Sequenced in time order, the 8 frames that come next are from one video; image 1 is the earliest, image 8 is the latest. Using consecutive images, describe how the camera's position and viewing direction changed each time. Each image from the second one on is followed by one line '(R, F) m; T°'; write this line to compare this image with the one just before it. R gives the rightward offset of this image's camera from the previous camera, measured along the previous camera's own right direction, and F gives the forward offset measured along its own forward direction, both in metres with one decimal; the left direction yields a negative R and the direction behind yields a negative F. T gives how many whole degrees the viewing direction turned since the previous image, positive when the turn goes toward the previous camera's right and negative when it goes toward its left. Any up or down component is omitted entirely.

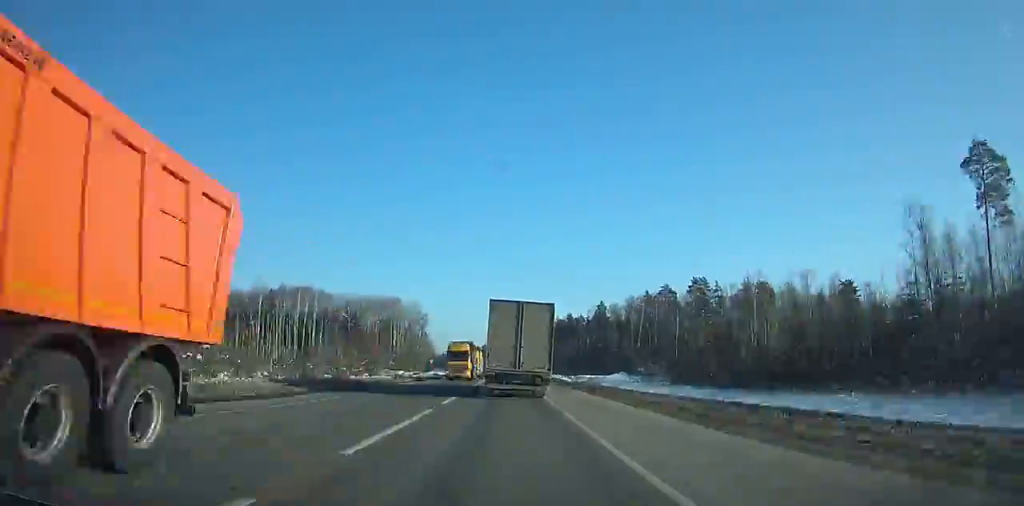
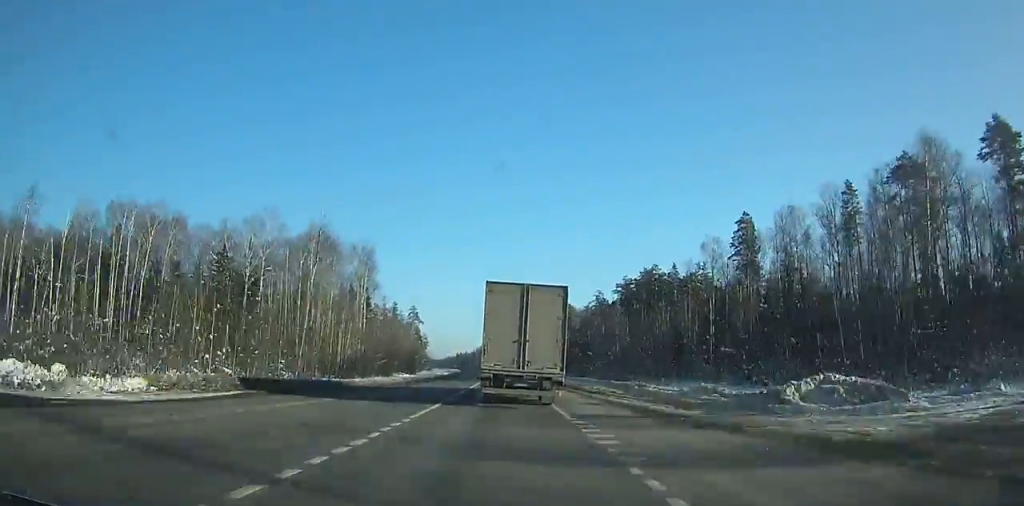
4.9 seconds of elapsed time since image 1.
(-1.8, +115.8) m; -3°
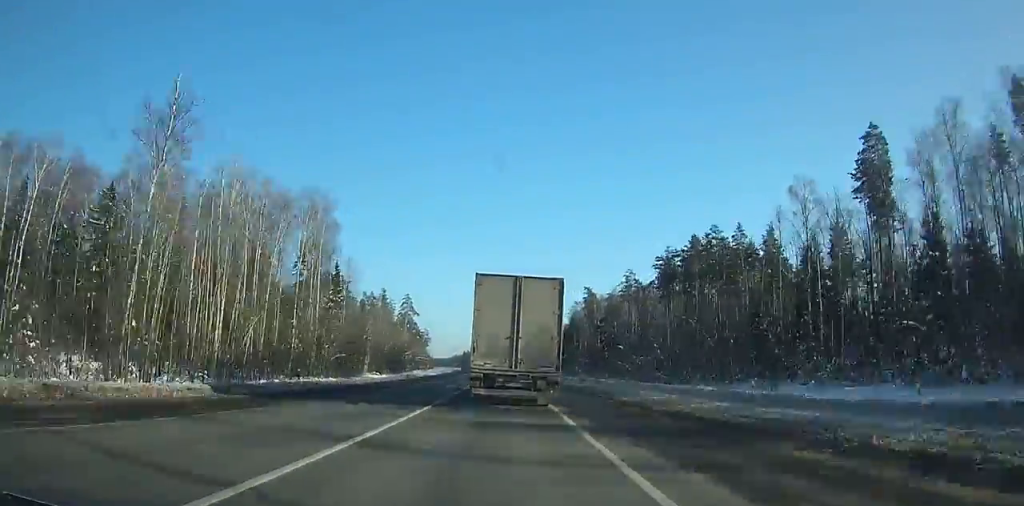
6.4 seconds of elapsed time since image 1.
(-0.7, +34.9) m; -1°
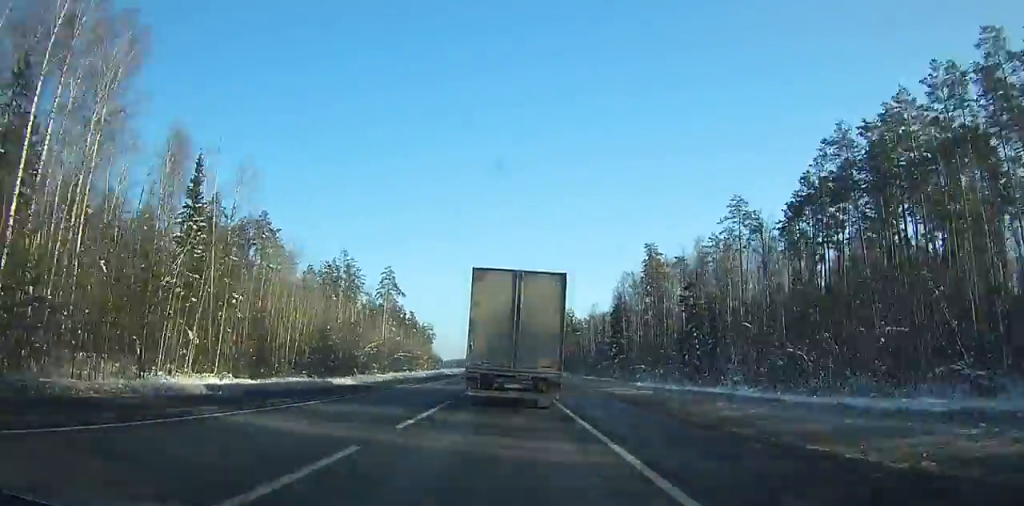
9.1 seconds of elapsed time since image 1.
(-1.0, +62.4) m; -2°
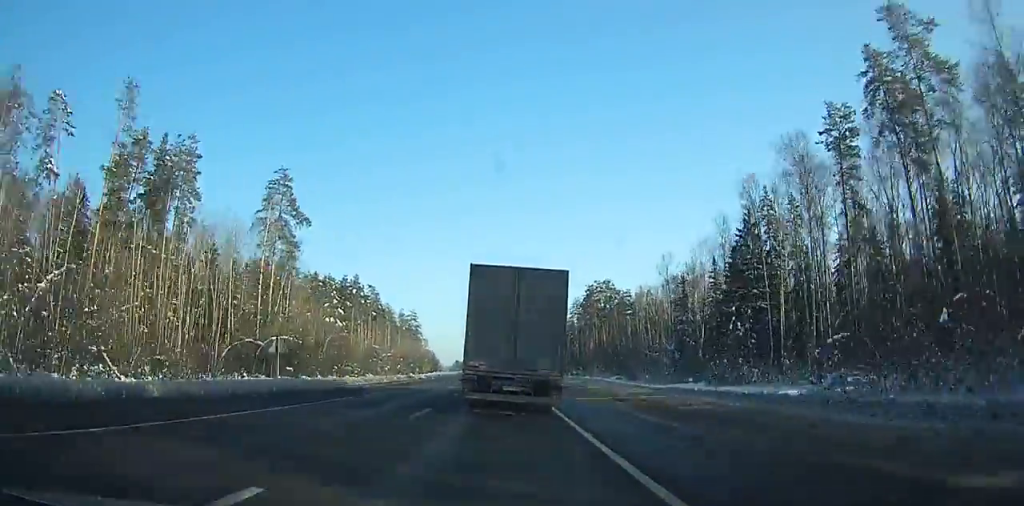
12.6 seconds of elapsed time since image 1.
(-1.2, +80.0) m; -1°
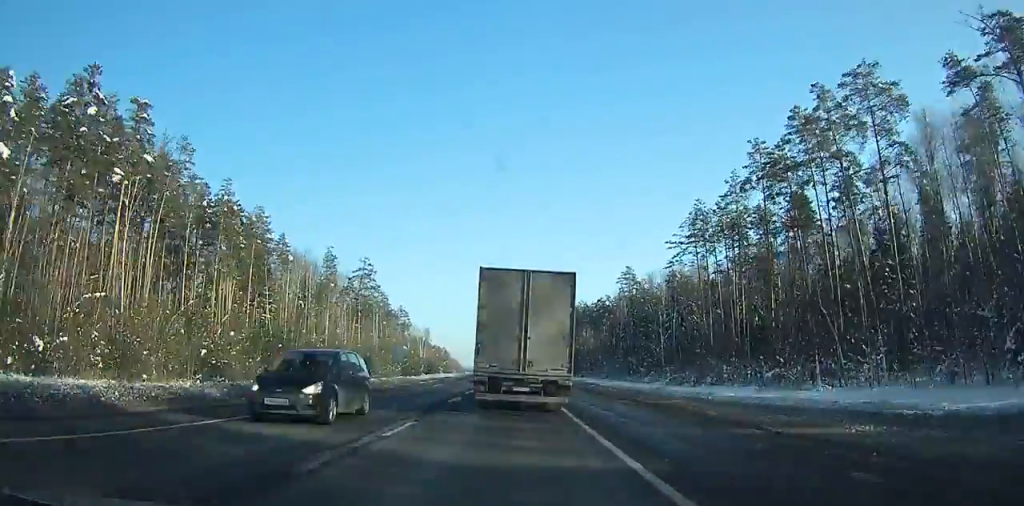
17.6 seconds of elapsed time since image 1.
(-1.0, +113.5) m; -1°
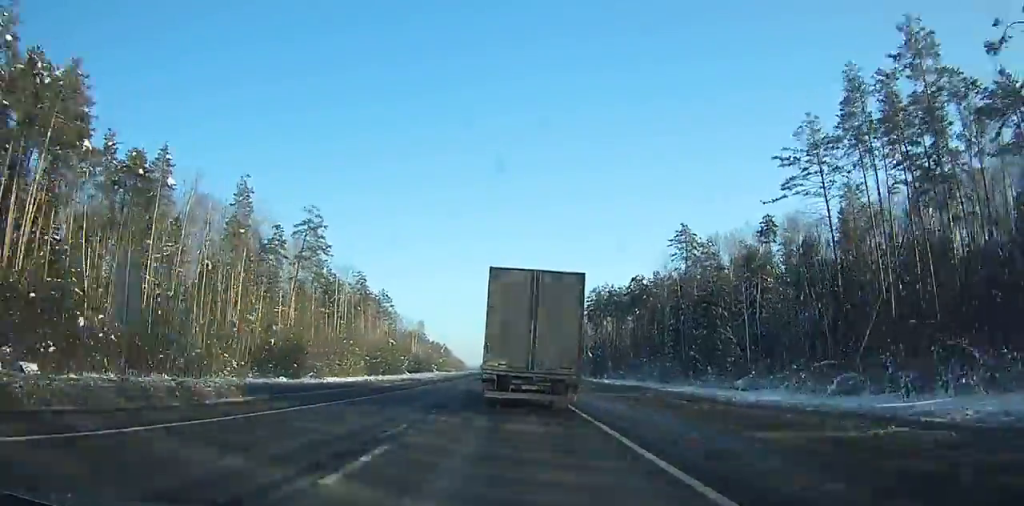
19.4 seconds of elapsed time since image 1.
(-0.1, +40.7) m; -1°
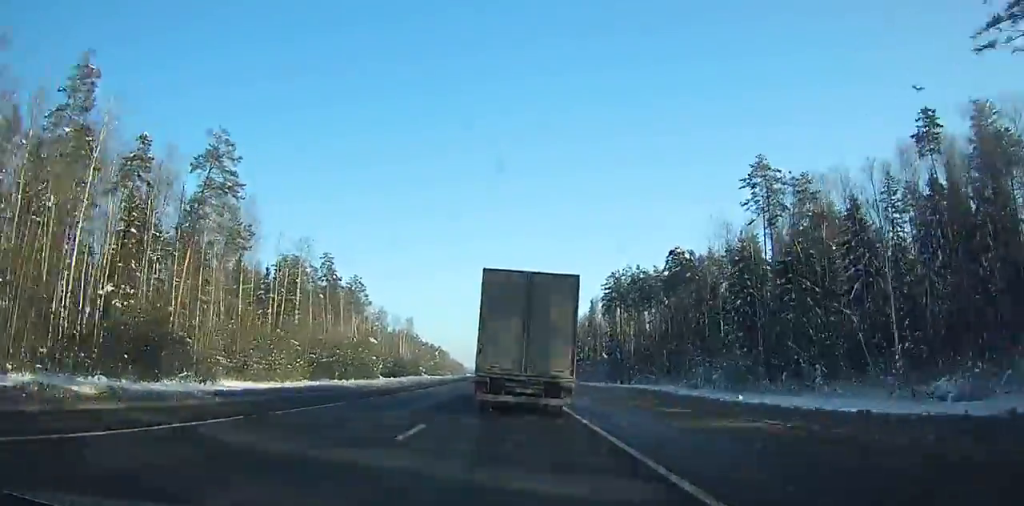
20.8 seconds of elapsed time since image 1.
(-0.3, +31.7) m; 0°
